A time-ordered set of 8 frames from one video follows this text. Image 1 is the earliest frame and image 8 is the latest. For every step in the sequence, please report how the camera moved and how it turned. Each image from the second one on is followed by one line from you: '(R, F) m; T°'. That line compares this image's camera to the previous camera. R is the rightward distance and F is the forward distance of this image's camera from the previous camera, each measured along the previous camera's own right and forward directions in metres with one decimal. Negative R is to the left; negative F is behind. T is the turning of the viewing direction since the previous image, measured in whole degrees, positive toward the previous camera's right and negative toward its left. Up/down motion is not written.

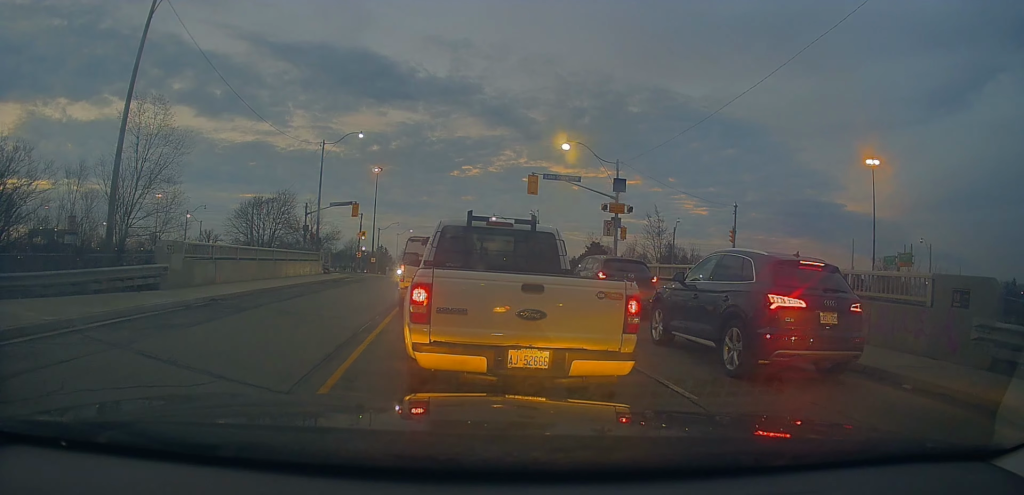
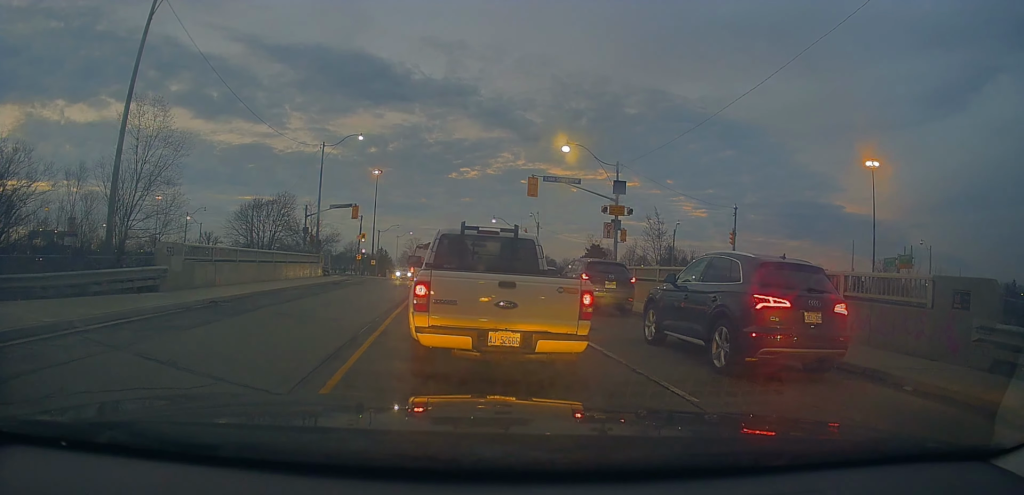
(0.0, 0.0) m; 0°
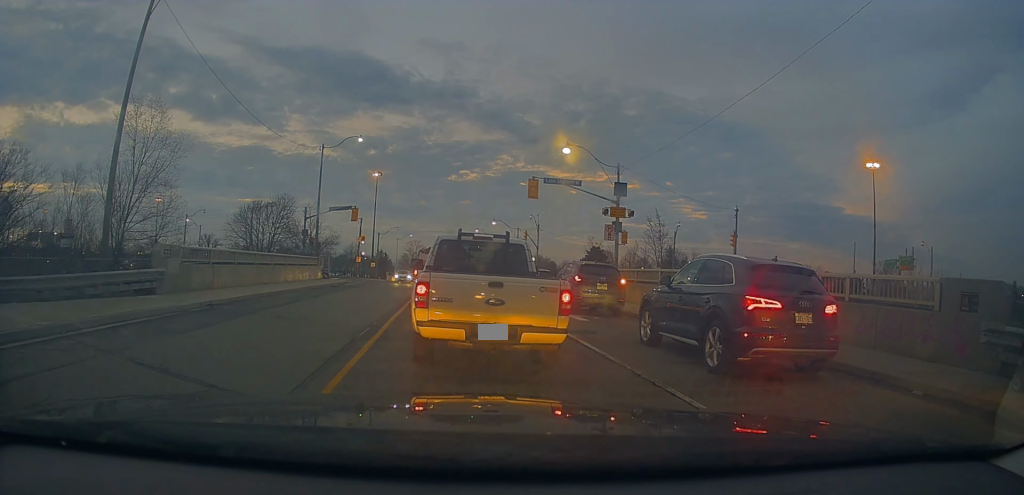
(+0.1, 0.0) m; 0°
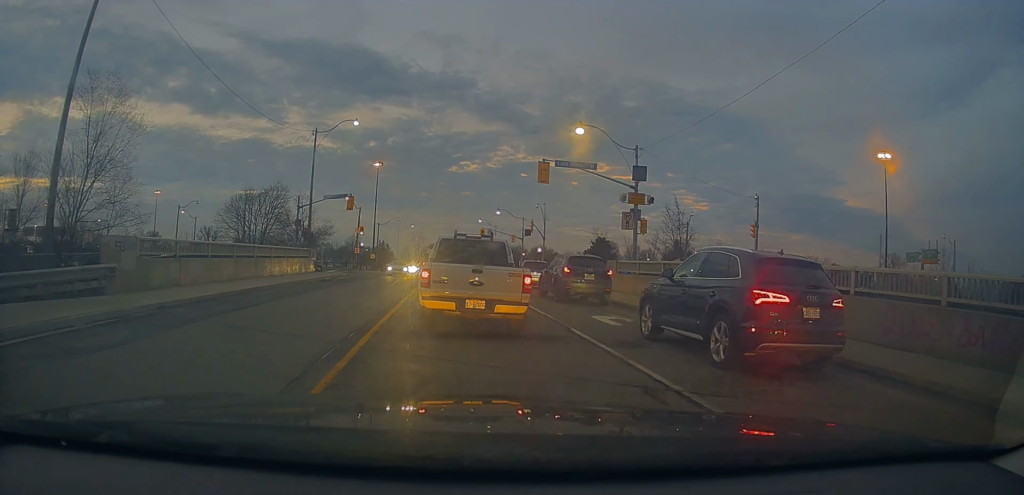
(+0.5, +1.1) m; 0°
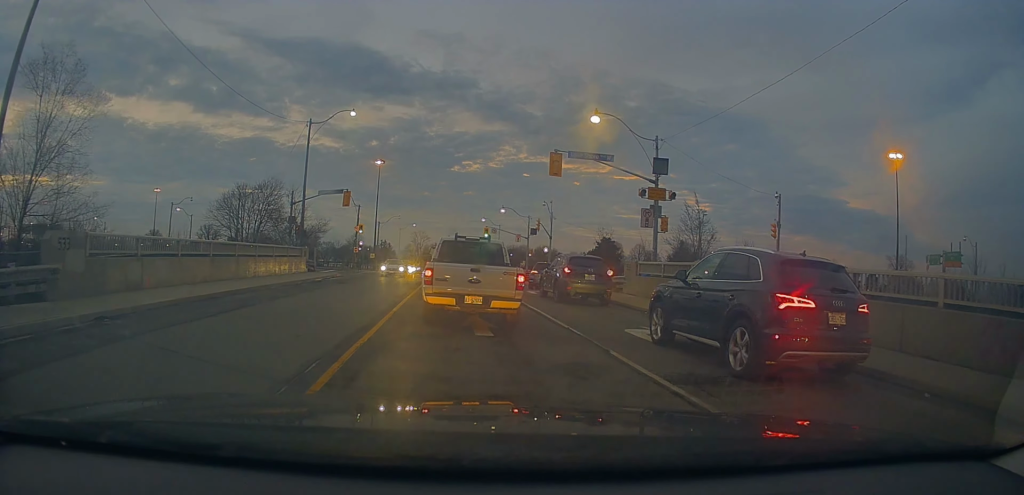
(-0.3, +2.1) m; -4°
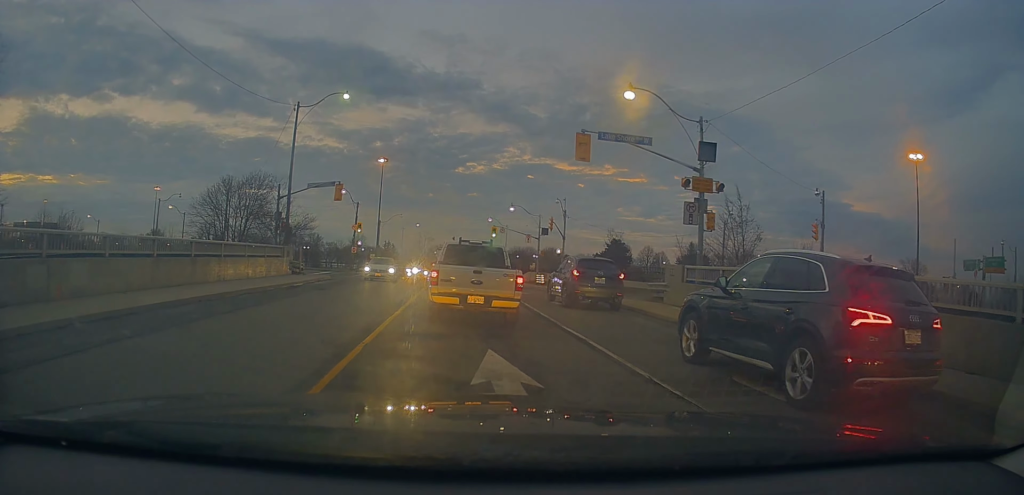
(-0.1, +3.9) m; -2°
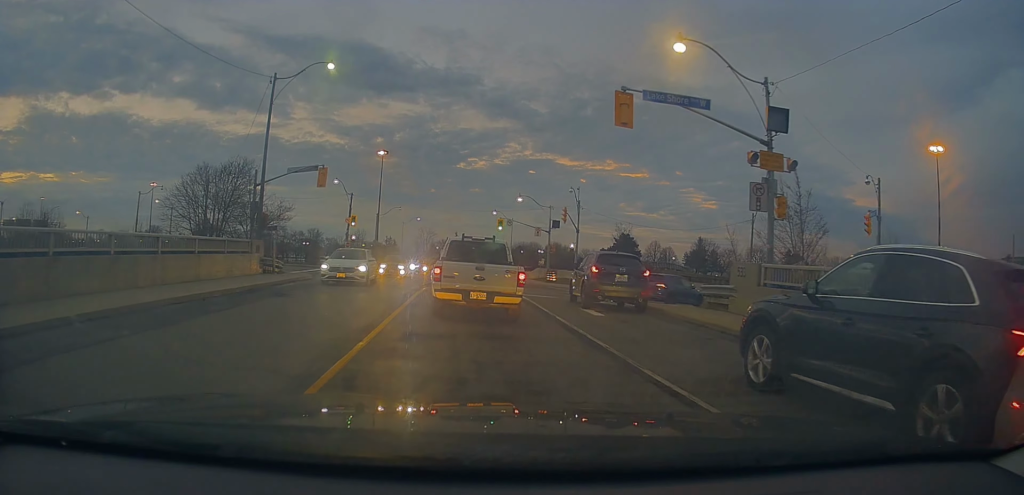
(0.0, +4.5) m; 0°
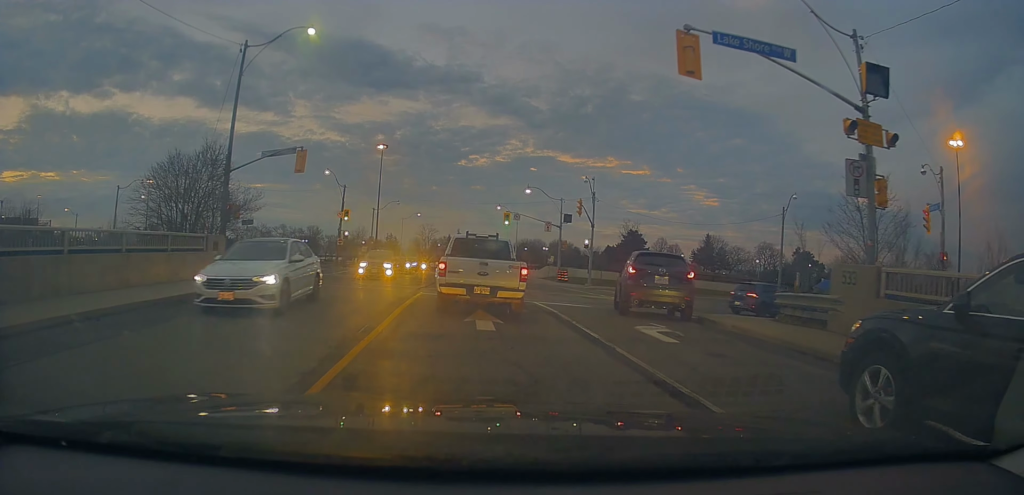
(-0.2, +4.5) m; +1°
